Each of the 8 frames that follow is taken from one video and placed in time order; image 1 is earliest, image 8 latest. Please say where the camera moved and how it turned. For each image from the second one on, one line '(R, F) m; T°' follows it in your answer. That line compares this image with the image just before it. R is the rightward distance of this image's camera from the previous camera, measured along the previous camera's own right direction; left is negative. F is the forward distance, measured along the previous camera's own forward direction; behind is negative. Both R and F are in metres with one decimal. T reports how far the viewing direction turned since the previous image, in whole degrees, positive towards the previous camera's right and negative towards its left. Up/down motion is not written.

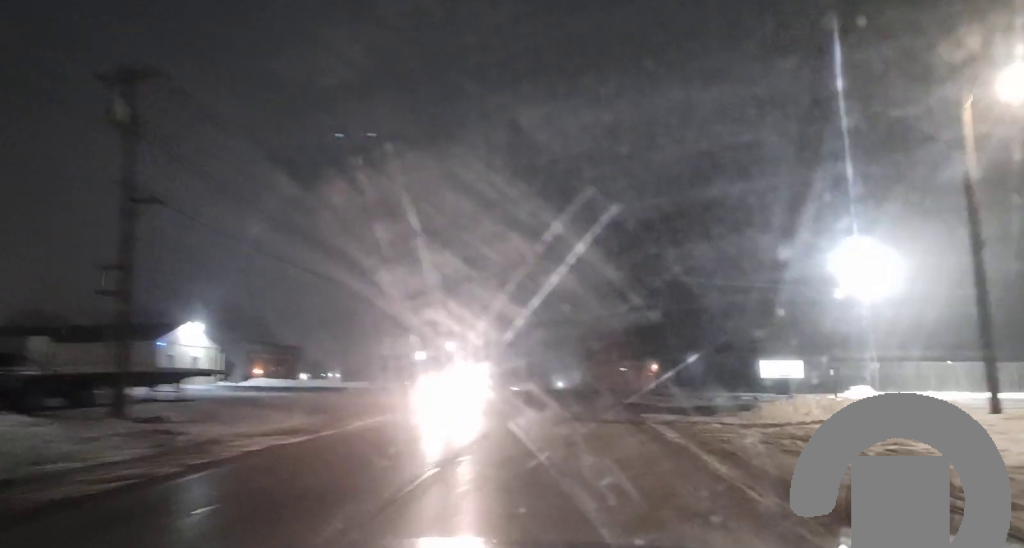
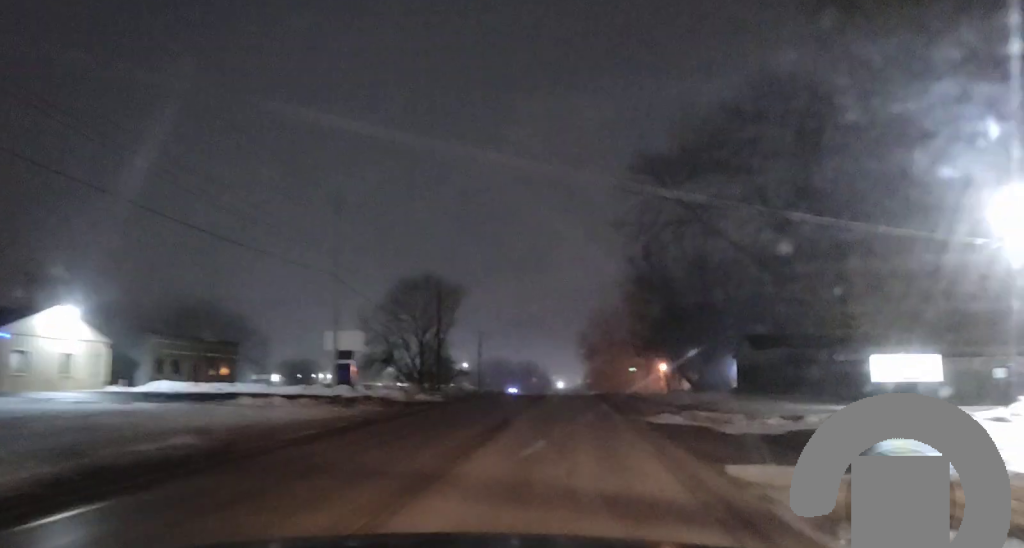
(+0.1, +17.3) m; +1°
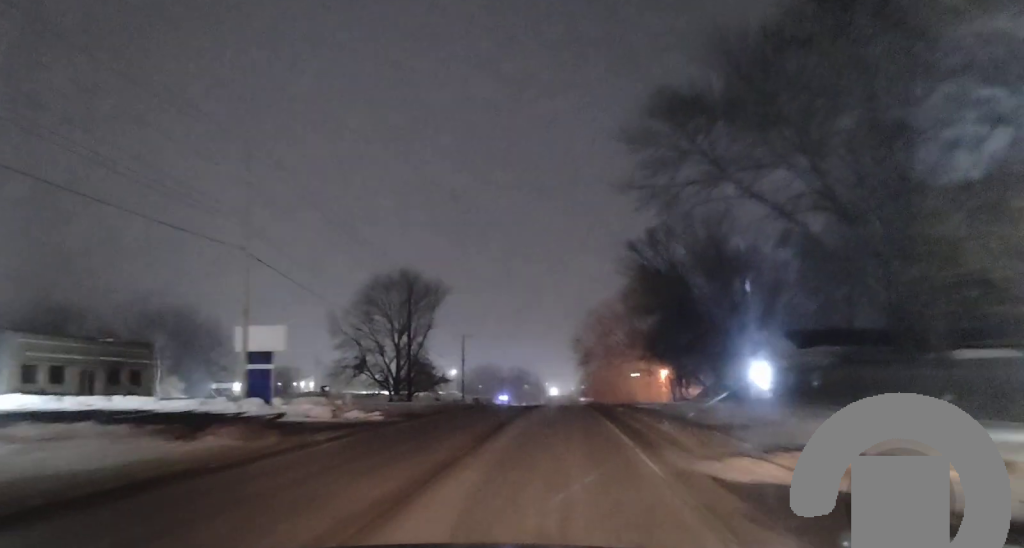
(+0.2, +13.3) m; +1°
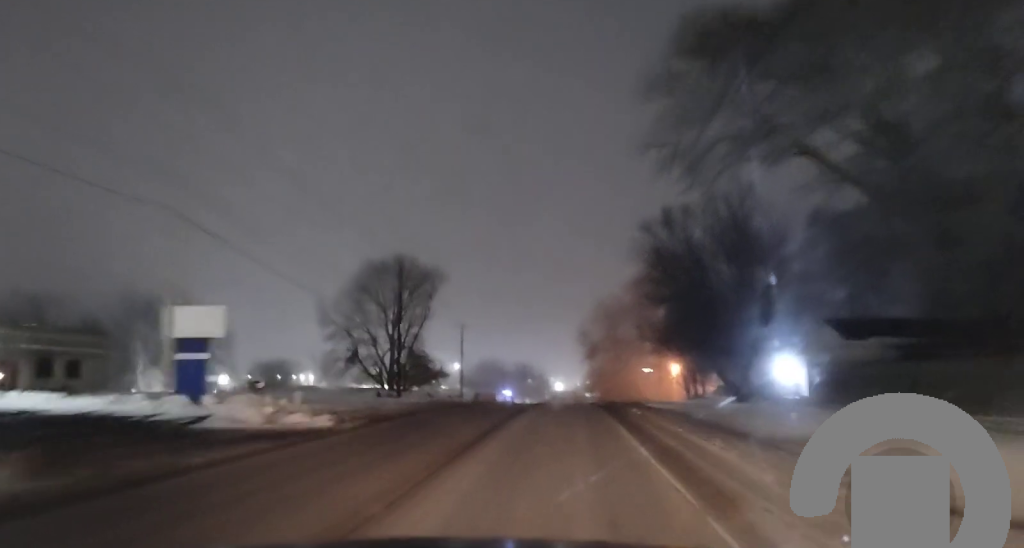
(0.0, +7.8) m; -1°
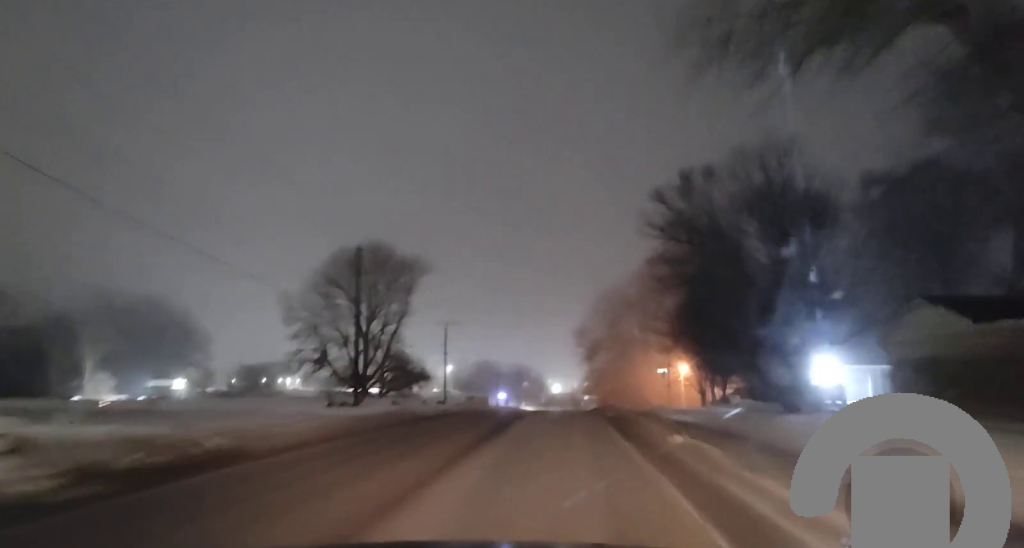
(-0.2, +13.3) m; -1°
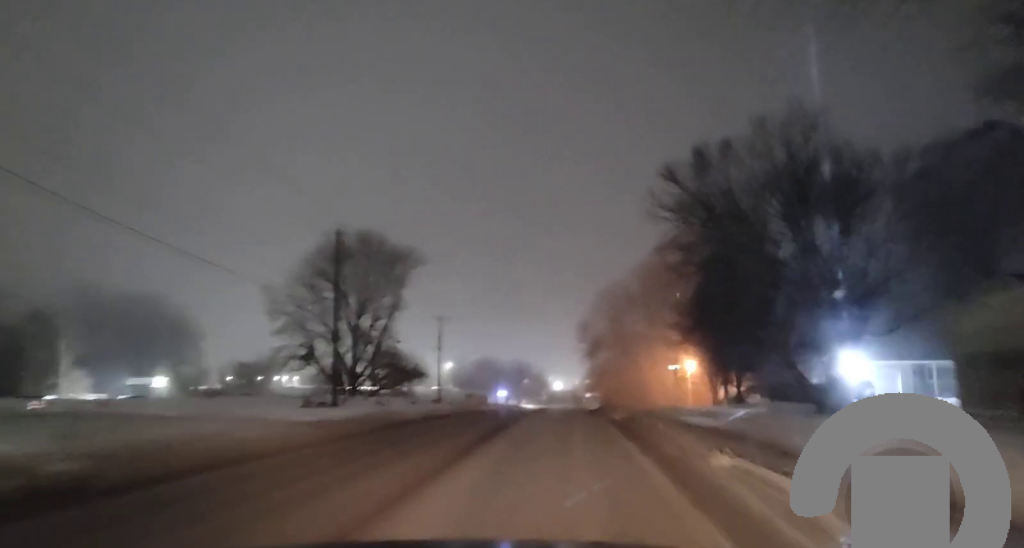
(-0.1, +6.1) m; -1°
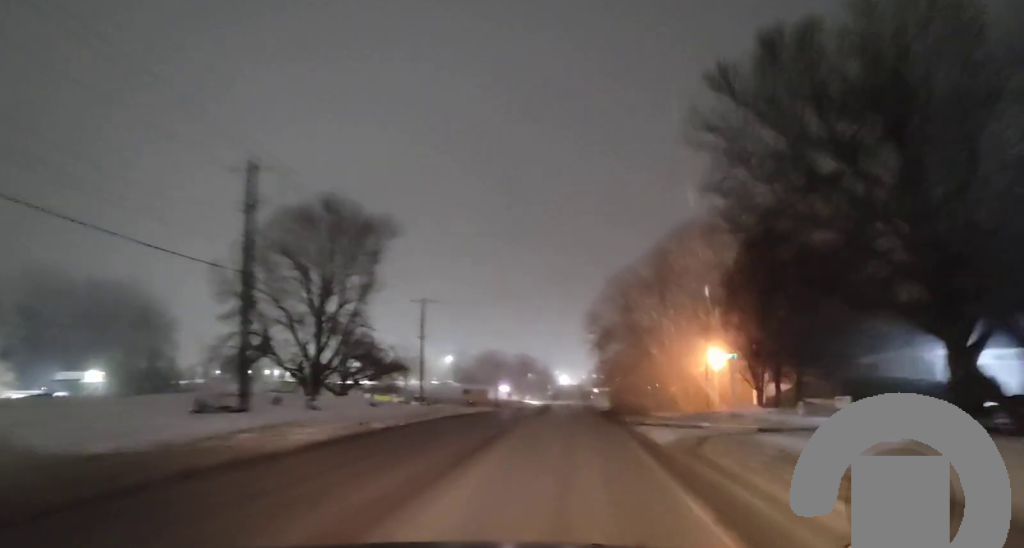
(0.0, +16.0) m; 0°
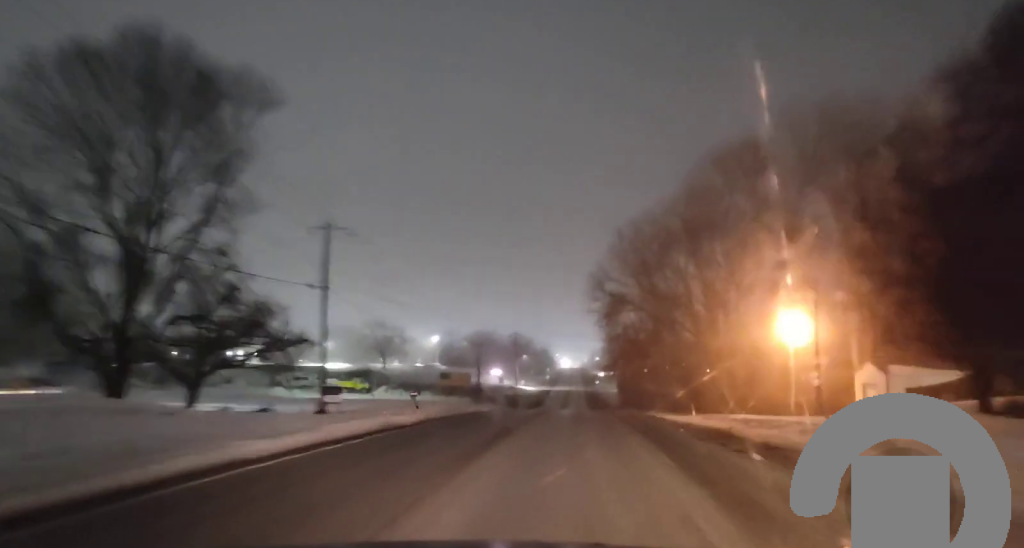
(-0.3, +36.4) m; 0°
